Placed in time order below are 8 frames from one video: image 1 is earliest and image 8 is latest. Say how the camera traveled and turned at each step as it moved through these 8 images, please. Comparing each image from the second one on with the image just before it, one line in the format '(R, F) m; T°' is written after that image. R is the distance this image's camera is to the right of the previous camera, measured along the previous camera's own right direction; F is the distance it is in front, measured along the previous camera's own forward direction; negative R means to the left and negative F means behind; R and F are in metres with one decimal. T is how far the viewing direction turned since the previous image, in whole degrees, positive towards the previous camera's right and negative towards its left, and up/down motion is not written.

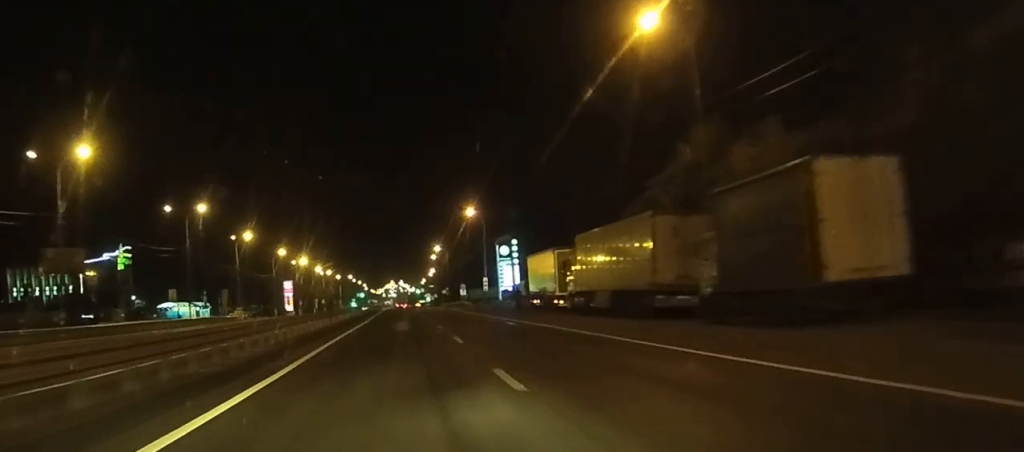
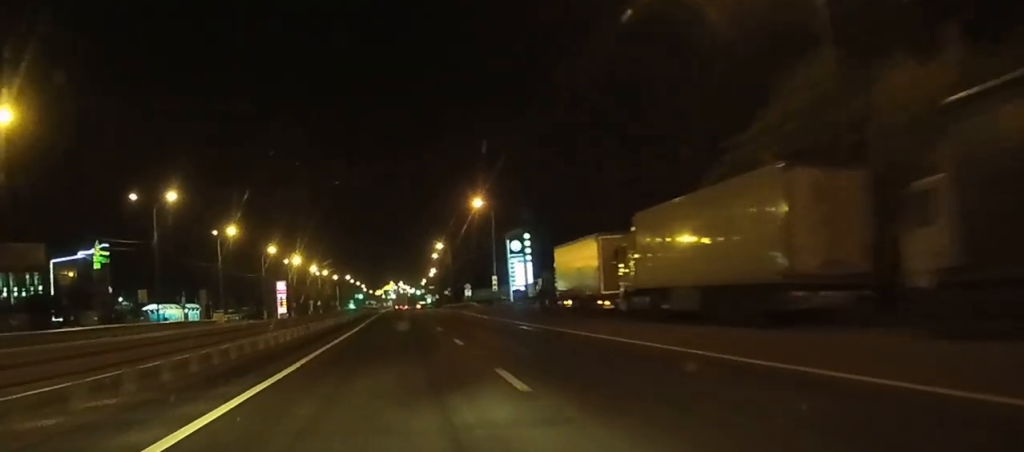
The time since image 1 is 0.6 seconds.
(0.0, +11.8) m; 0°
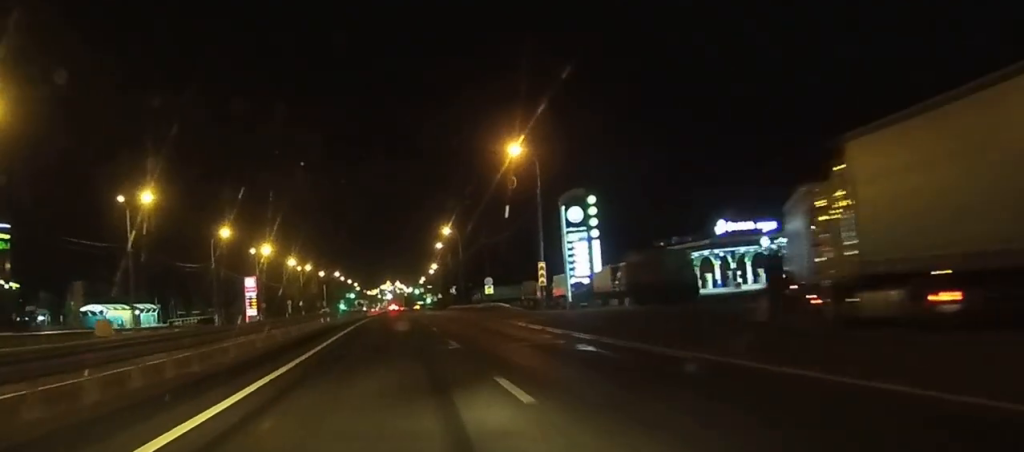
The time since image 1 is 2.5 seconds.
(0.0, +36.7) m; 0°
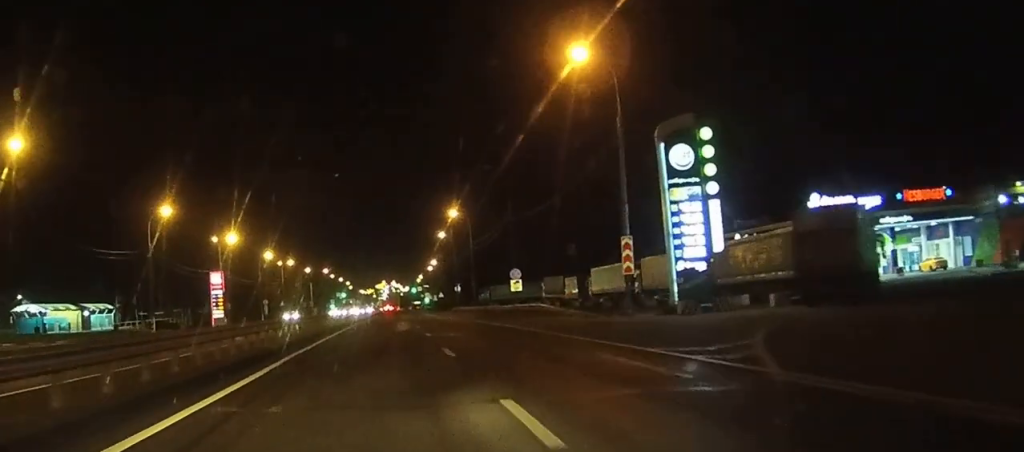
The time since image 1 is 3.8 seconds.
(0.0, +25.9) m; 0°
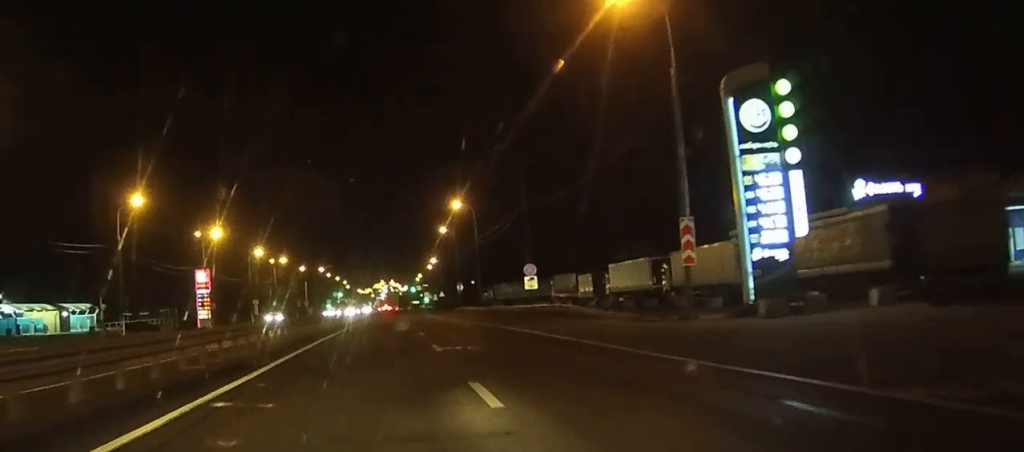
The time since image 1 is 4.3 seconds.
(0.0, +9.0) m; 0°
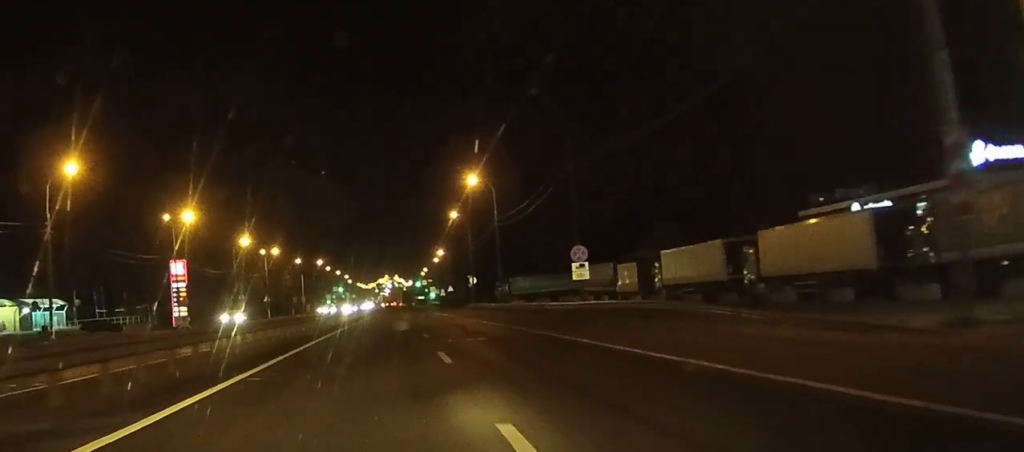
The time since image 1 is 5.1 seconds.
(-0.1, +16.5) m; 0°
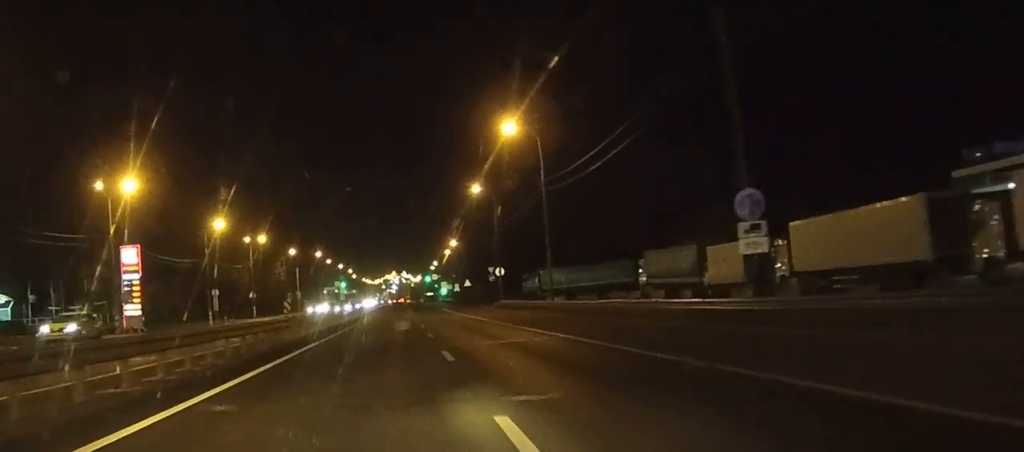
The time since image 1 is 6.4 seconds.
(-0.1, +23.1) m; 0°
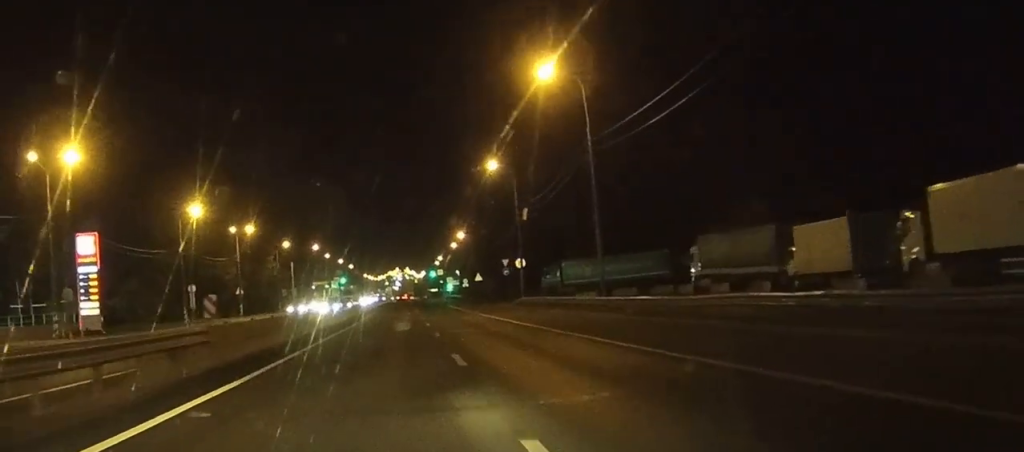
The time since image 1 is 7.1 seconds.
(0.0, +13.7) m; 0°
